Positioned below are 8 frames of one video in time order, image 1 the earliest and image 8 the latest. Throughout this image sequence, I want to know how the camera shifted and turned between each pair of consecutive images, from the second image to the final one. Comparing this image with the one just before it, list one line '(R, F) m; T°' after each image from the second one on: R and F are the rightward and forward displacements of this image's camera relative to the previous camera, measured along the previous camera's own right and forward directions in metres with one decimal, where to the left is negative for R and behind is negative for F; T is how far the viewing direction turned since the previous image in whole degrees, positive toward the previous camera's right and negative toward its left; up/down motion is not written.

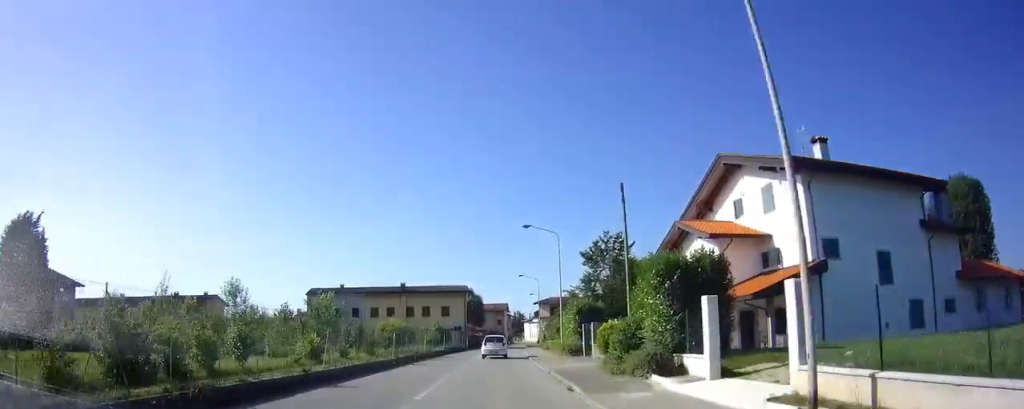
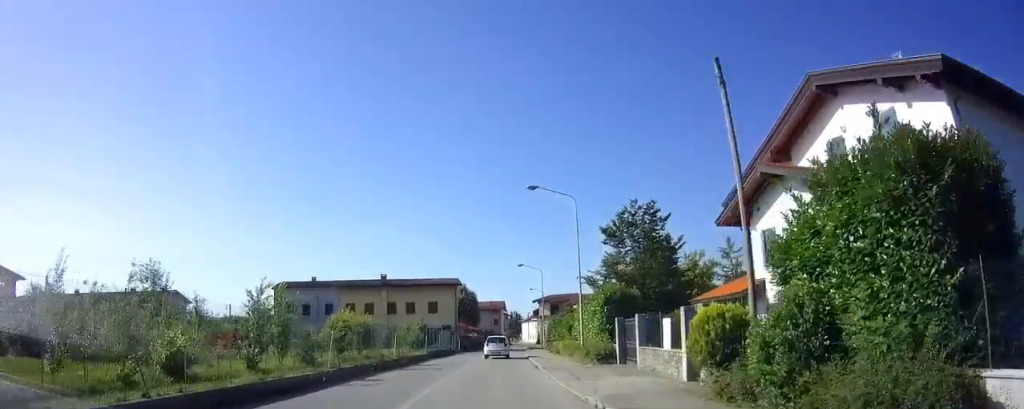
(0.0, +9.3) m; 0°
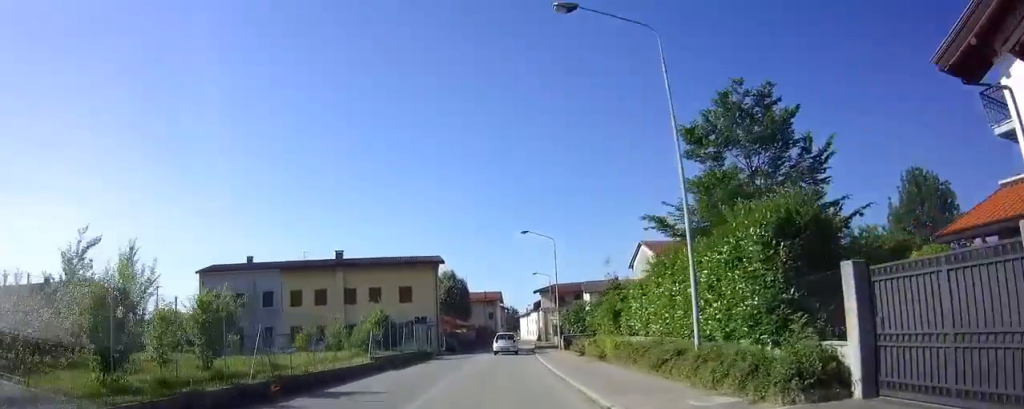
(0.0, +15.5) m; +1°
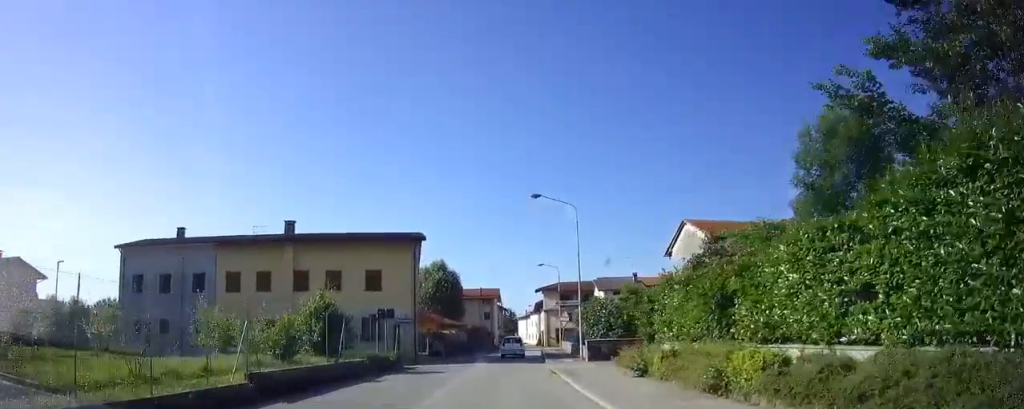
(0.0, +10.5) m; +1°
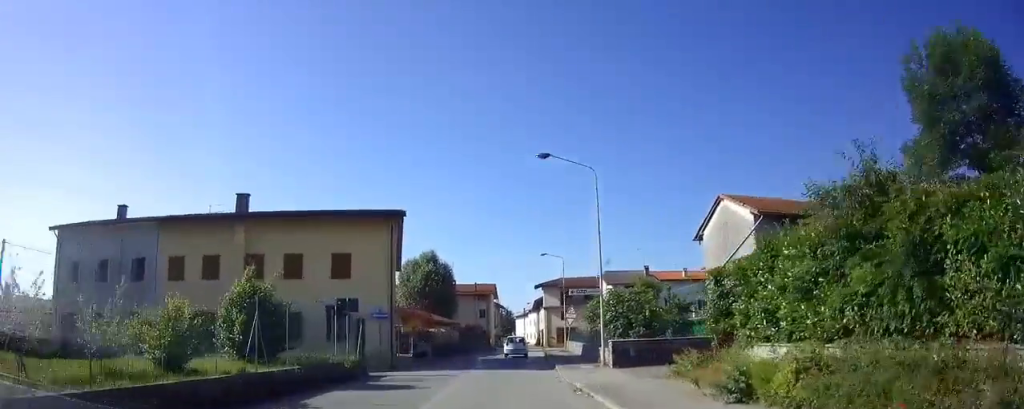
(+0.1, +6.1) m; +1°
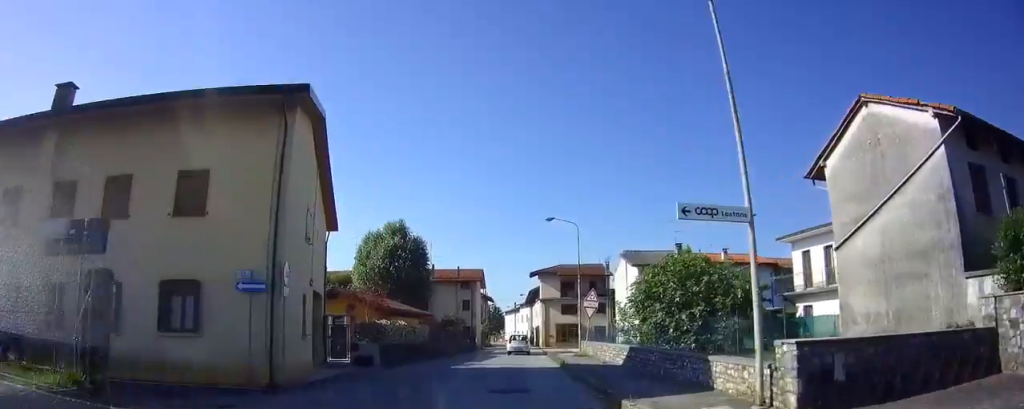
(+0.2, +12.9) m; +1°
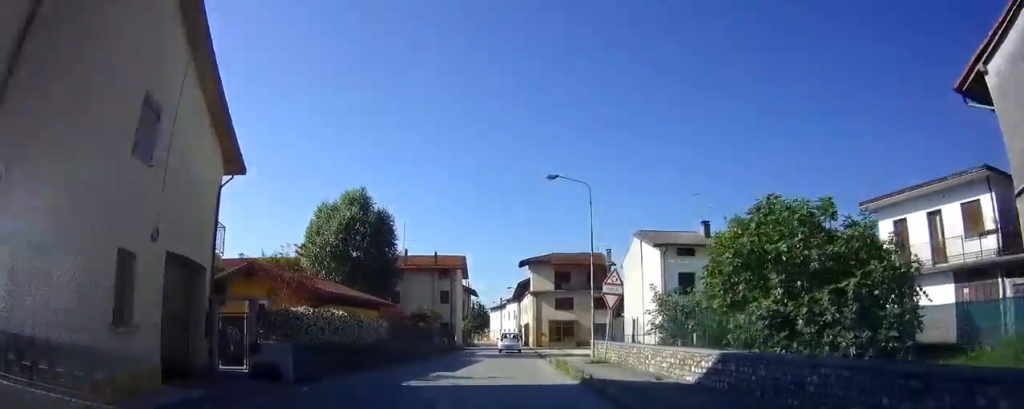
(+0.1, +8.5) m; 0°
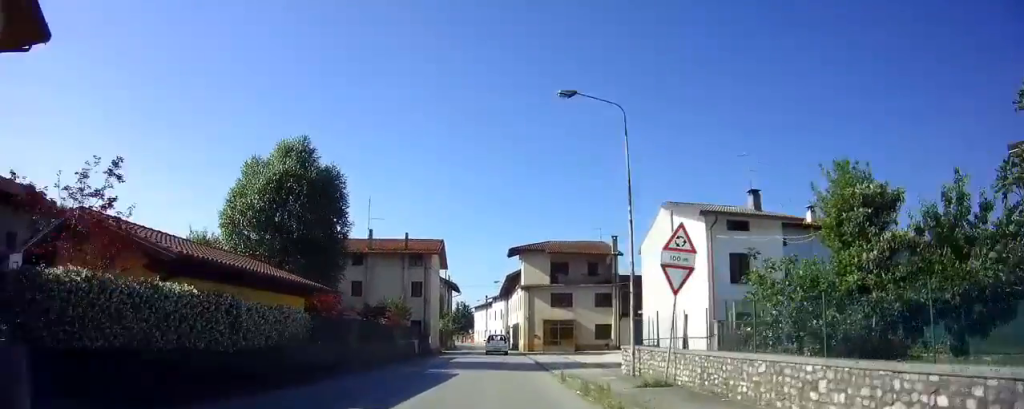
(0.0, +9.6) m; 0°
